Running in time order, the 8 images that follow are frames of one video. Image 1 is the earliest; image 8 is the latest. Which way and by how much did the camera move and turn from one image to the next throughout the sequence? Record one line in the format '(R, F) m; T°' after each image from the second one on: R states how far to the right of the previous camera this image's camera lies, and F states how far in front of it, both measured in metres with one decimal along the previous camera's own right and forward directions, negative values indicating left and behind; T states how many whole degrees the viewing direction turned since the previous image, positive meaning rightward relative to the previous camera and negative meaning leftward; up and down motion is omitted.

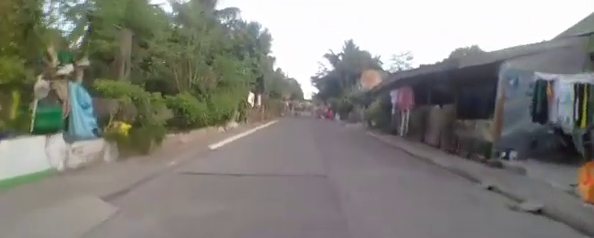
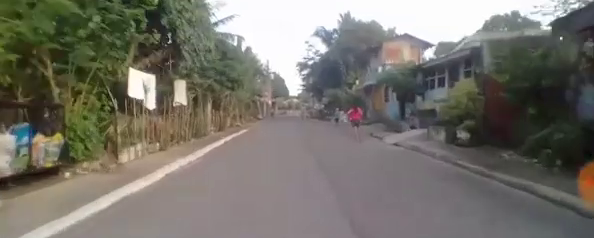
(-0.3, +17.0) m; -2°
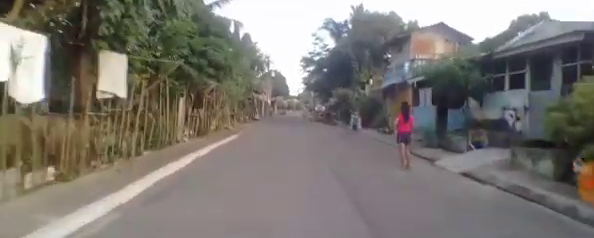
(+0.1, +4.5) m; -2°
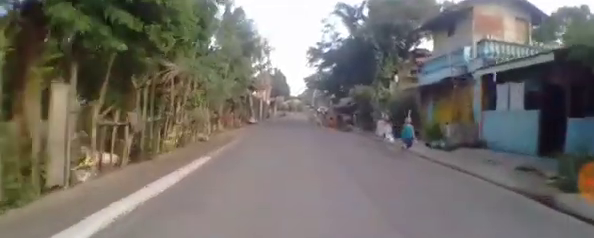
(-0.5, +5.5) m; 0°
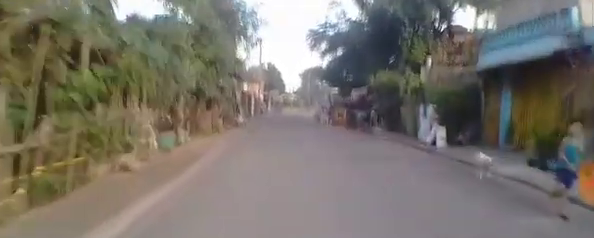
(+0.5, +5.7) m; +4°
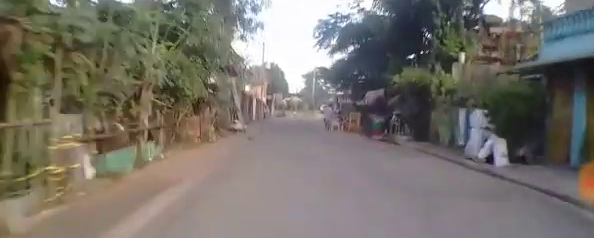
(0.0, +2.7) m; +1°
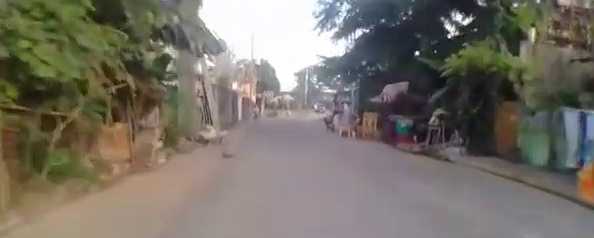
(0.0, +4.5) m; 0°
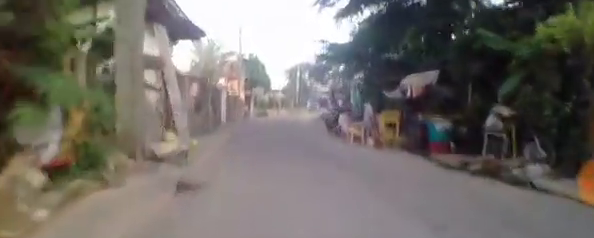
(0.0, +3.4) m; 0°
